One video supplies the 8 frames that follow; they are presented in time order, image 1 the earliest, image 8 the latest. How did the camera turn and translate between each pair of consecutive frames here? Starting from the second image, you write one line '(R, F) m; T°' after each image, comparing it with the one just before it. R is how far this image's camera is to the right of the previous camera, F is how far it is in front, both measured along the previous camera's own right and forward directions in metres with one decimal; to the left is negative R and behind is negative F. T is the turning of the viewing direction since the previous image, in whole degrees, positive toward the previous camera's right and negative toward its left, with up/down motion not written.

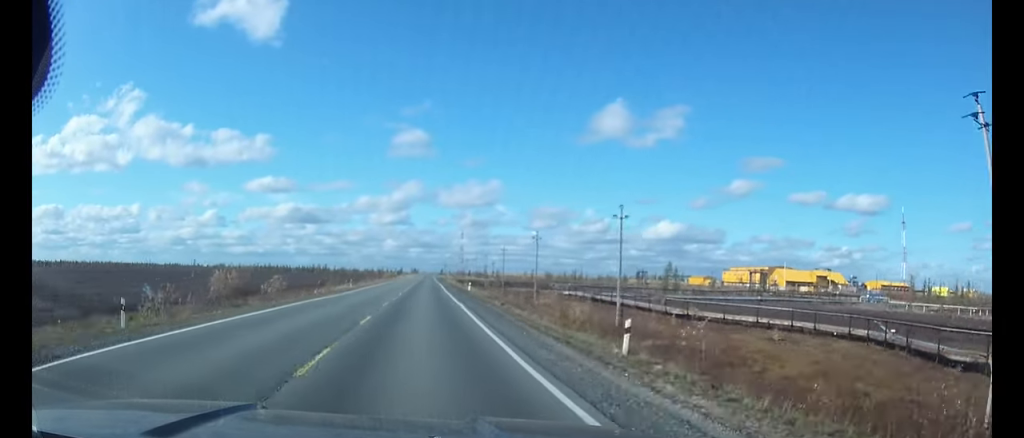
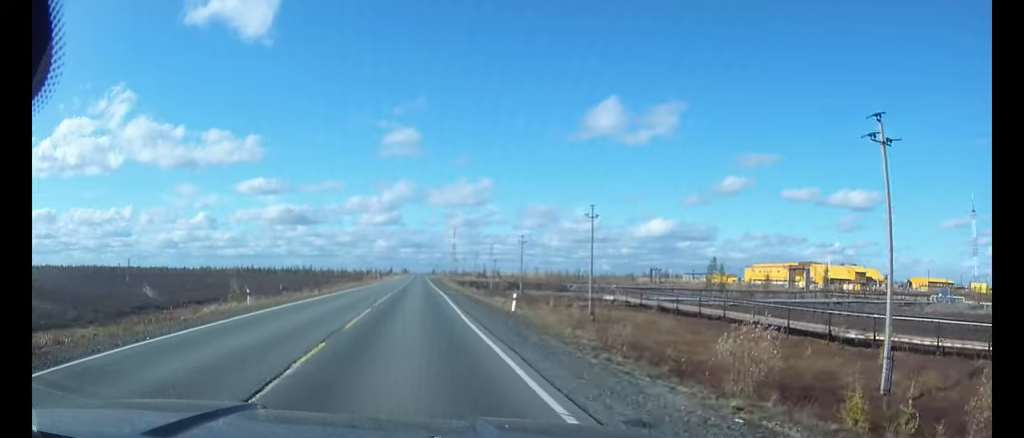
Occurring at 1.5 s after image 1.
(+0.5, +34.5) m; +1°
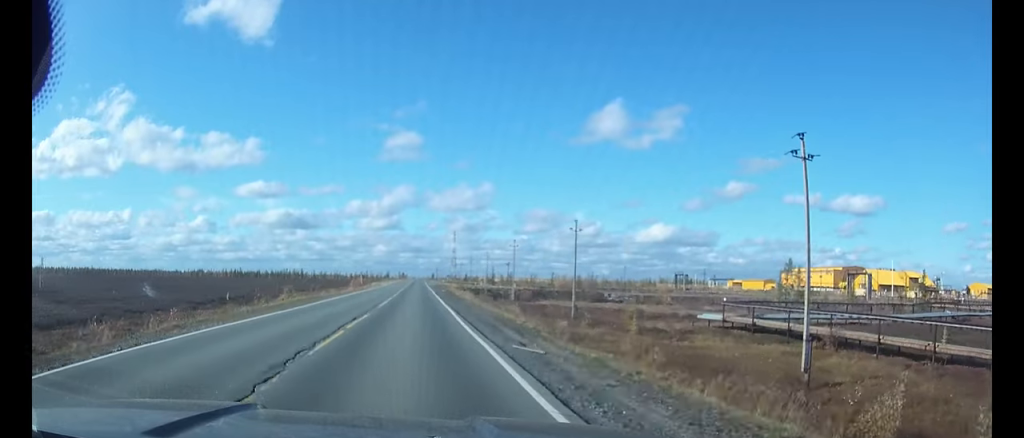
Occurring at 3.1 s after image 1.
(+0.1, +37.0) m; 0°
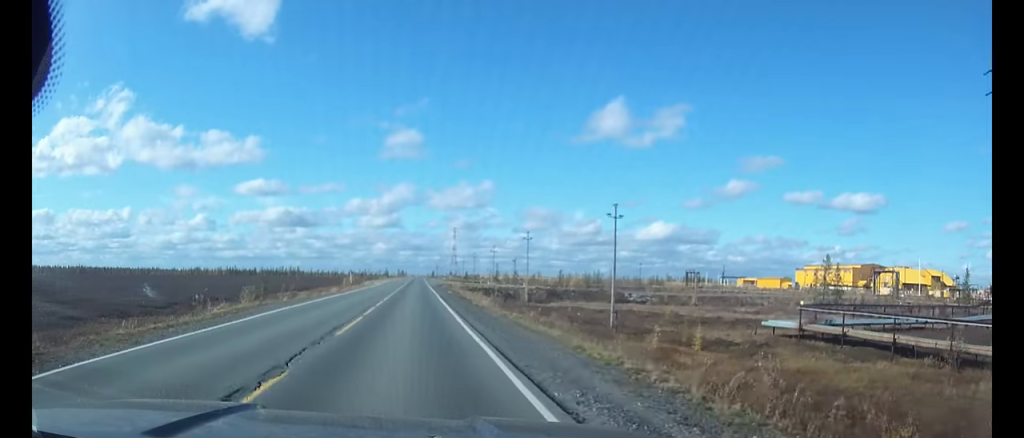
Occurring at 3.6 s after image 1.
(0.0, +13.1) m; 0°
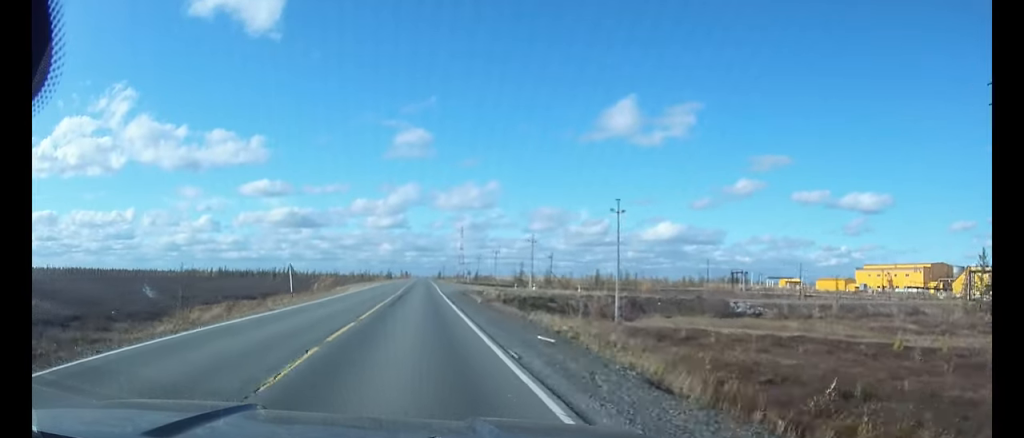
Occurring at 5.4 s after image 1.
(-0.1, +41.0) m; 0°
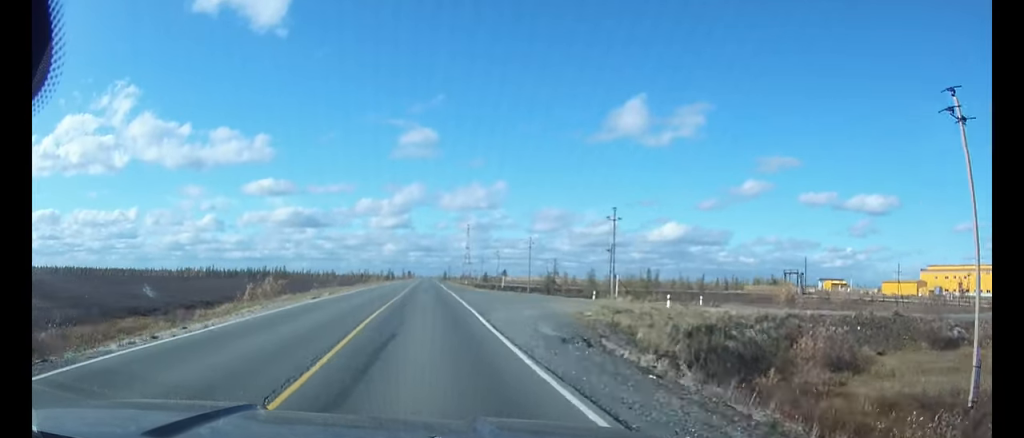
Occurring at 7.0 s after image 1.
(-0.1, +39.0) m; 0°
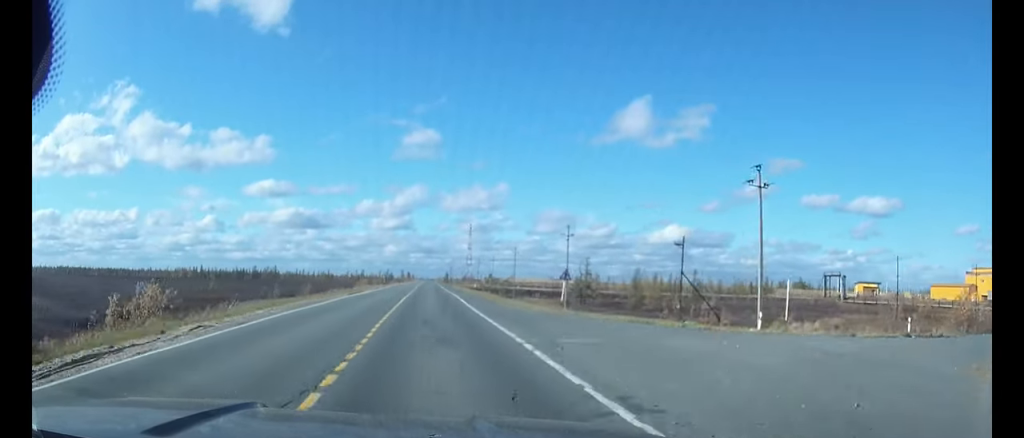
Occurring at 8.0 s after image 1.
(0.0, +25.7) m; 0°
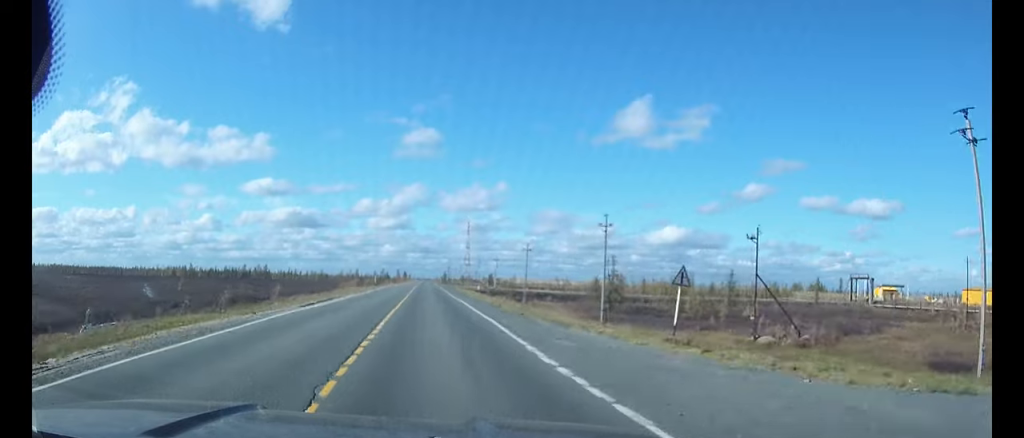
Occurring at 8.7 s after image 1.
(0.0, +16.5) m; 0°
